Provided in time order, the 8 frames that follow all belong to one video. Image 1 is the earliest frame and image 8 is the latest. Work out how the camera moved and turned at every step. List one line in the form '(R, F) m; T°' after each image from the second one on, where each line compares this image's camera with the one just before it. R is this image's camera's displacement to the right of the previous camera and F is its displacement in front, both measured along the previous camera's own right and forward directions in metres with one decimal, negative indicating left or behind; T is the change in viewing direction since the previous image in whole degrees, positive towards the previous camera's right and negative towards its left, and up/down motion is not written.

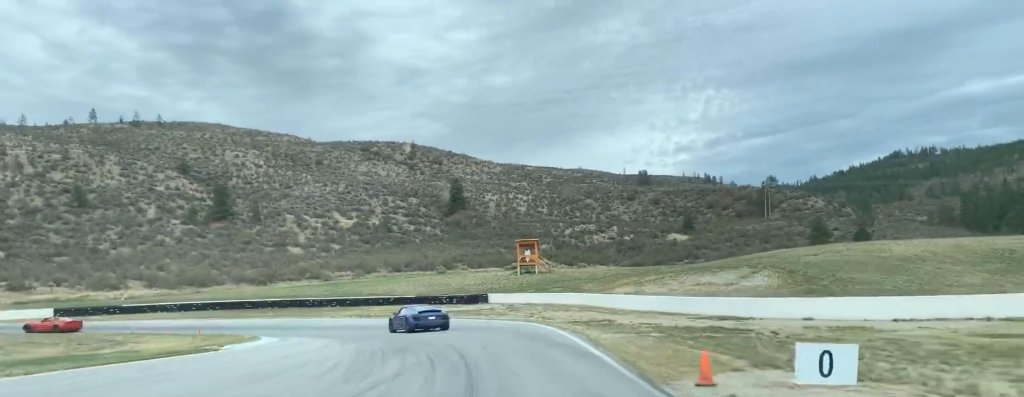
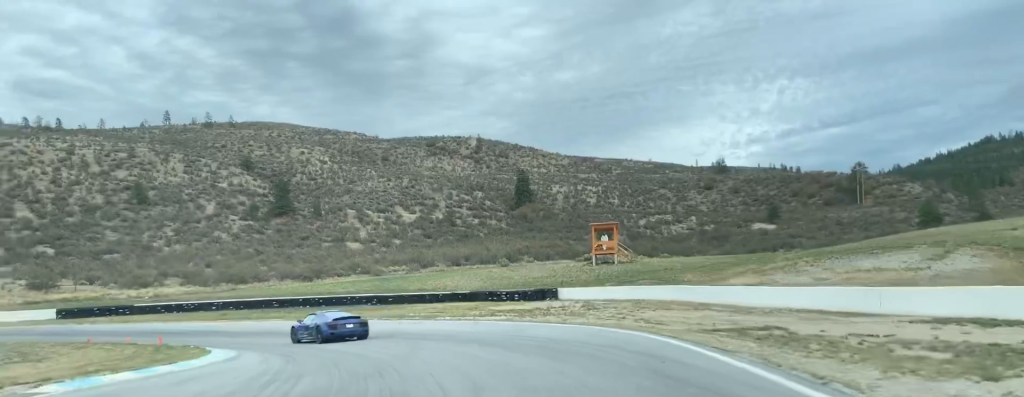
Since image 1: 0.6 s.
(+0.1, +16.9) m; -4°
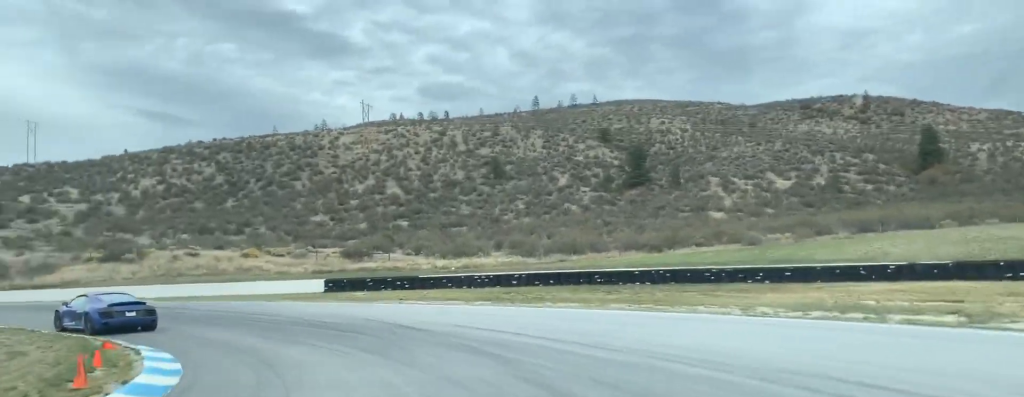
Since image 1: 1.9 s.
(-5.4, +32.8) m; -25°
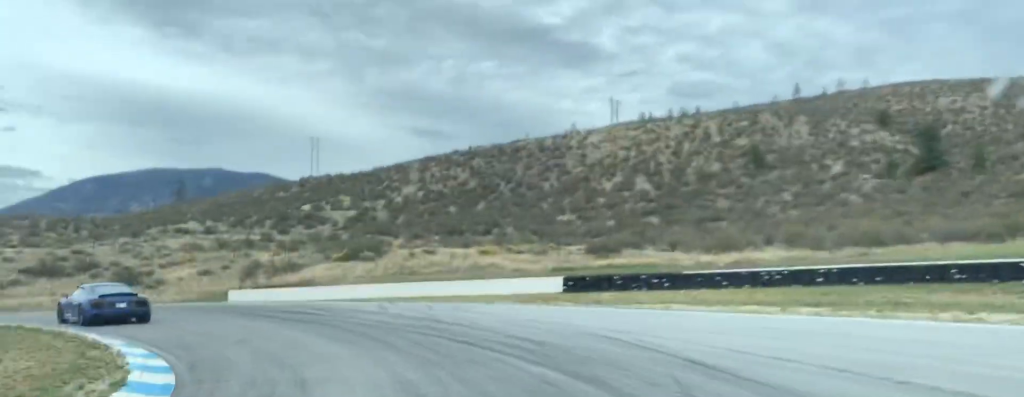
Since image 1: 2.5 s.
(-1.5, +13.2) m; -16°
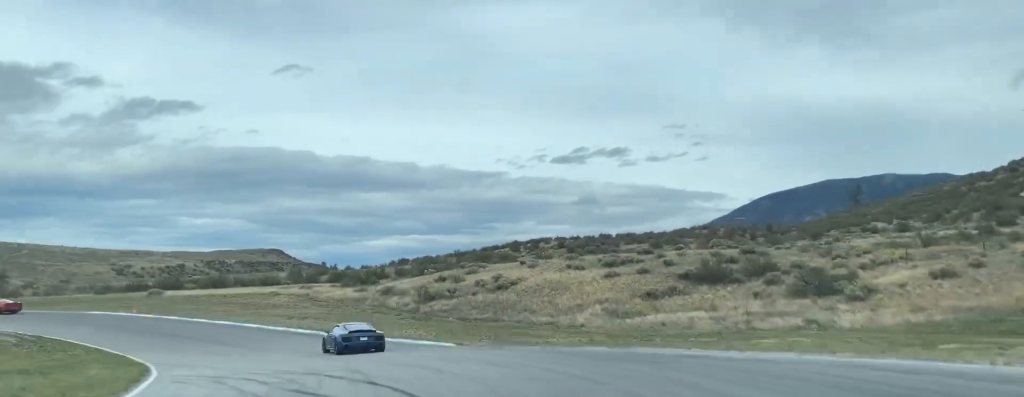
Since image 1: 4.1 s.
(-15.0, +31.3) m; -46°
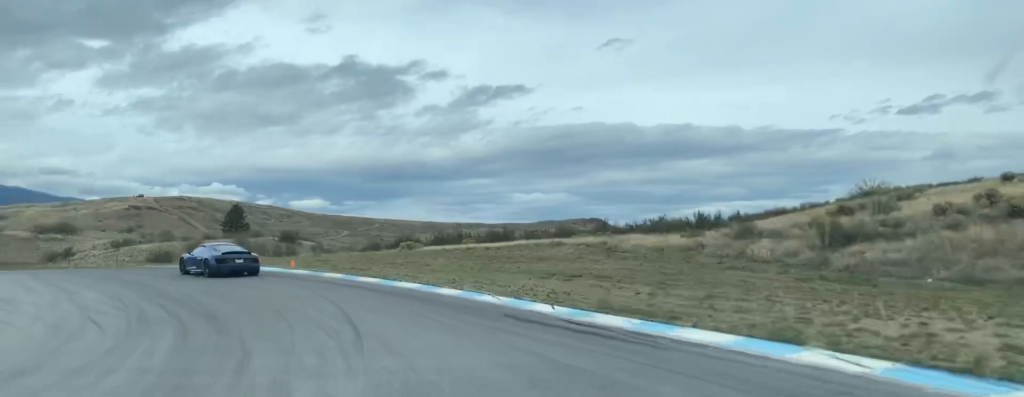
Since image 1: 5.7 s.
(-9.5, +36.1) m; -26°
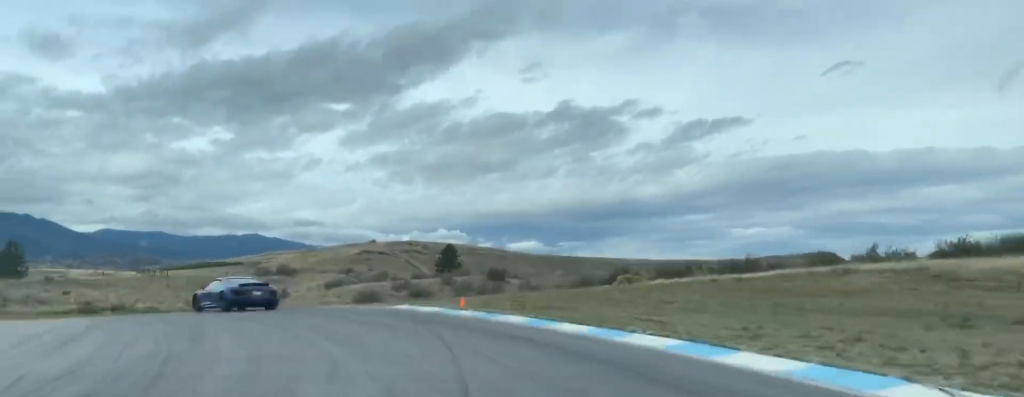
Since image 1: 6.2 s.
(-1.2, +12.6) m; -11°
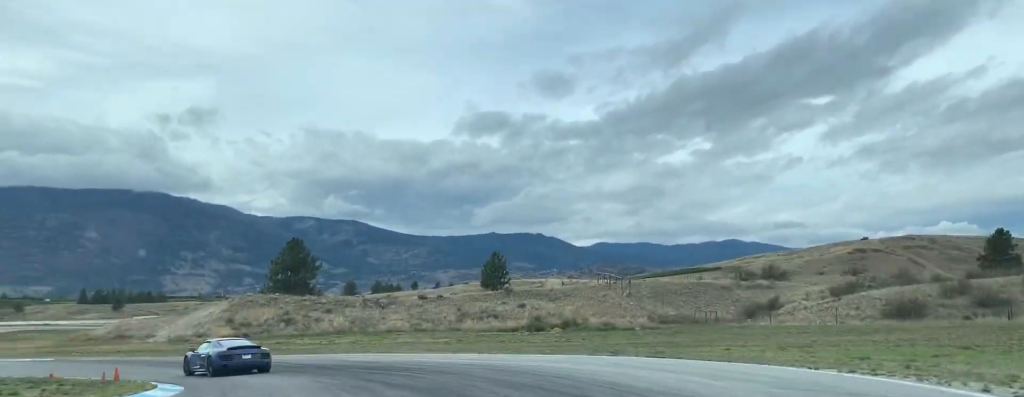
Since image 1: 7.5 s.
(-7.1, +27.7) m; -33°
